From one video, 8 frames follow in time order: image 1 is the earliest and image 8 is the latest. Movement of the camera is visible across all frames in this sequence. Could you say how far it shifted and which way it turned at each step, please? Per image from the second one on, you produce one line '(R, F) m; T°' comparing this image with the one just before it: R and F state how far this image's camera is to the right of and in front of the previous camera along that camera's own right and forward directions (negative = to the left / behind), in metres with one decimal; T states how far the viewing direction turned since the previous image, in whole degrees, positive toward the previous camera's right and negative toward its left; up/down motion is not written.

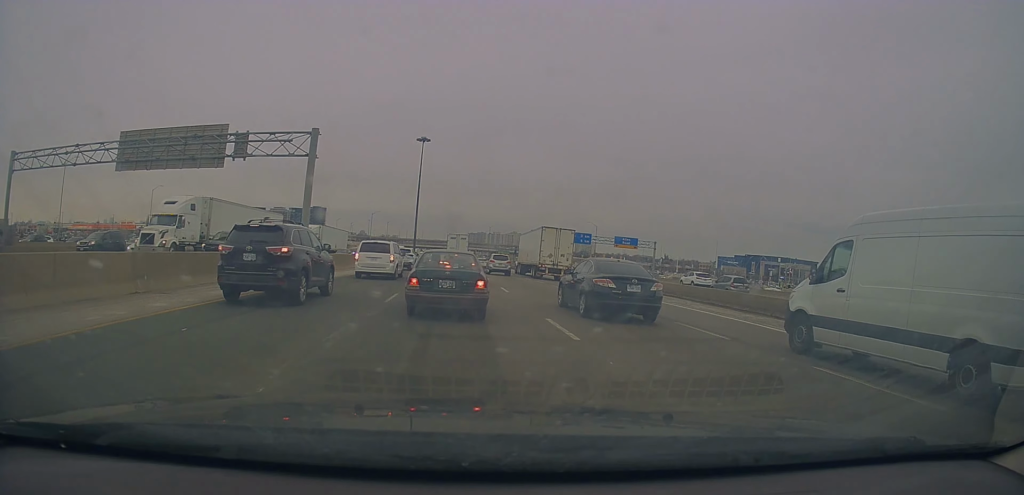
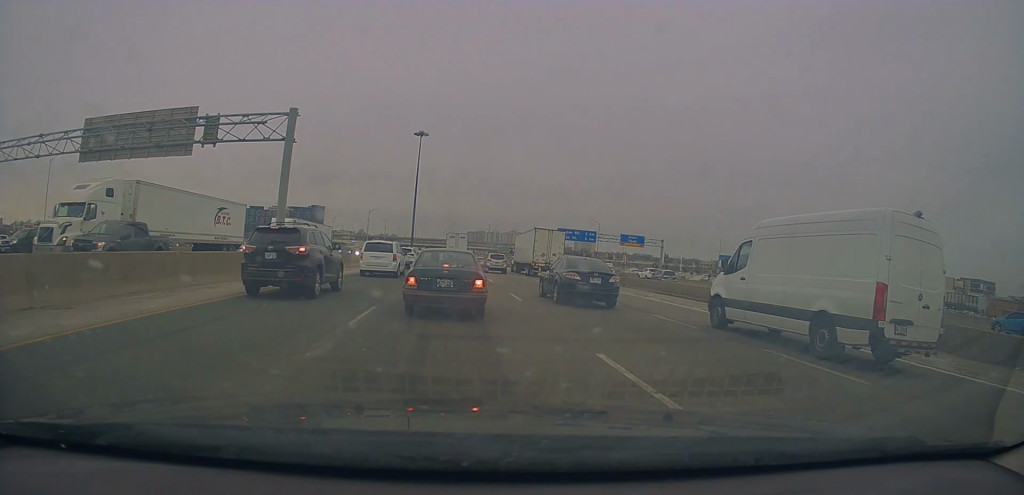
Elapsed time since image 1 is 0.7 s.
(-0.4, +4.5) m; +2°
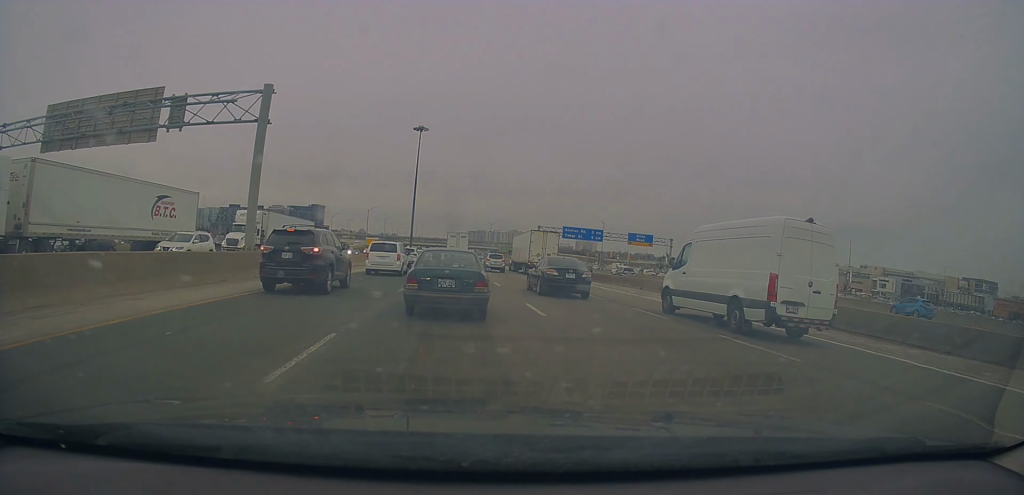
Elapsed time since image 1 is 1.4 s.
(0.0, +4.6) m; +3°
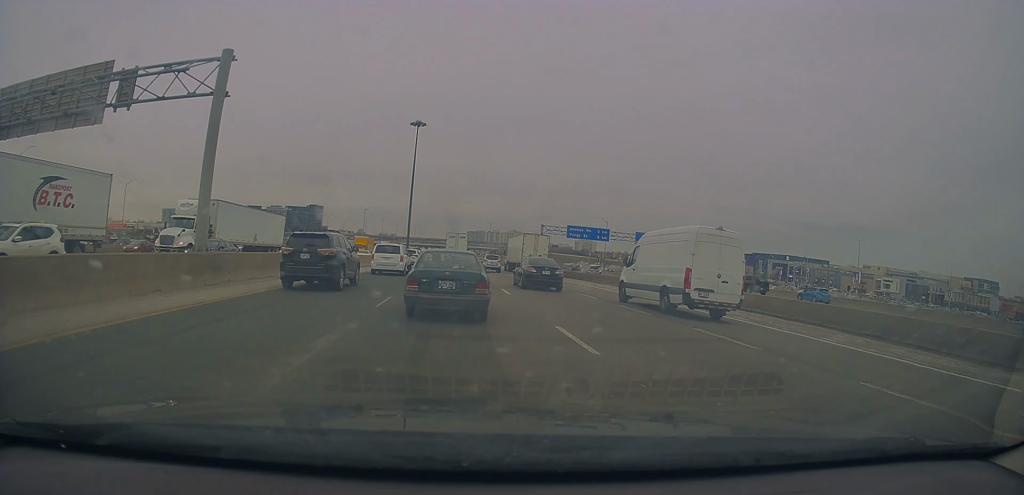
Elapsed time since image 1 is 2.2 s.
(+0.8, +5.1) m; +3°
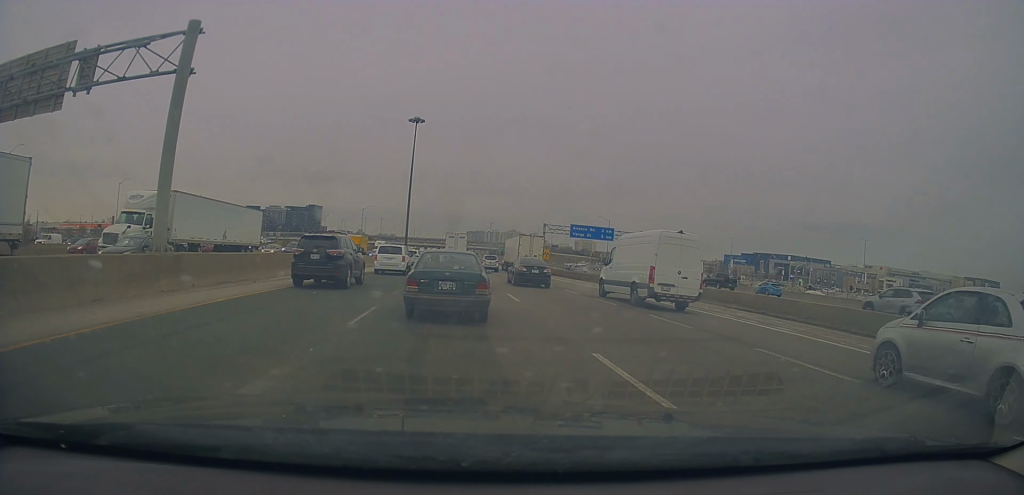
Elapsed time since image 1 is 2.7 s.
(-0.3, +3.2) m; -1°
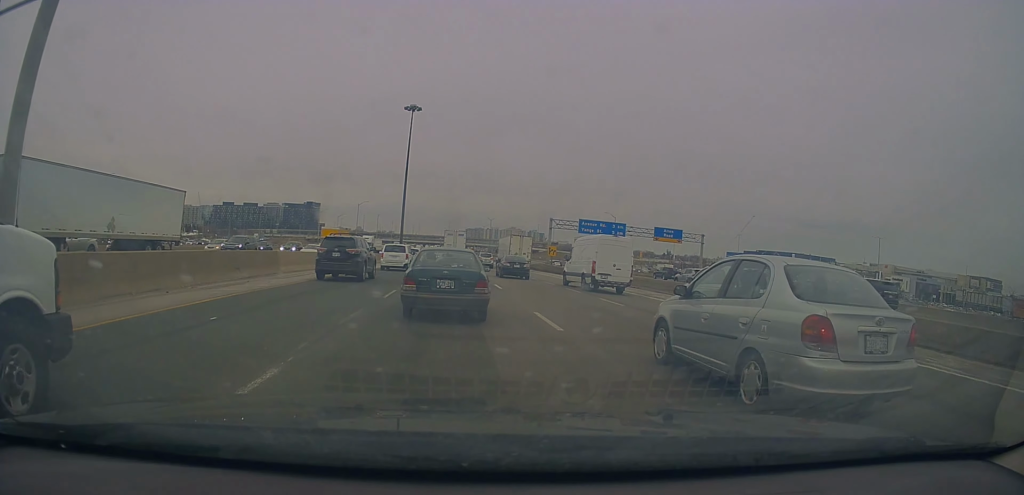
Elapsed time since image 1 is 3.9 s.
(+0.1, +7.4) m; 0°
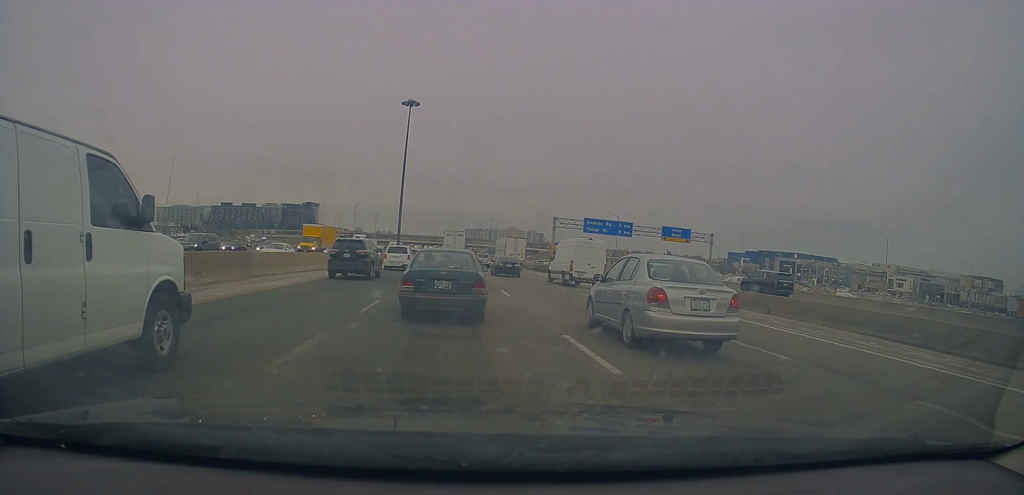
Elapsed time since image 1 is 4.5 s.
(-0.1, +4.0) m; 0°
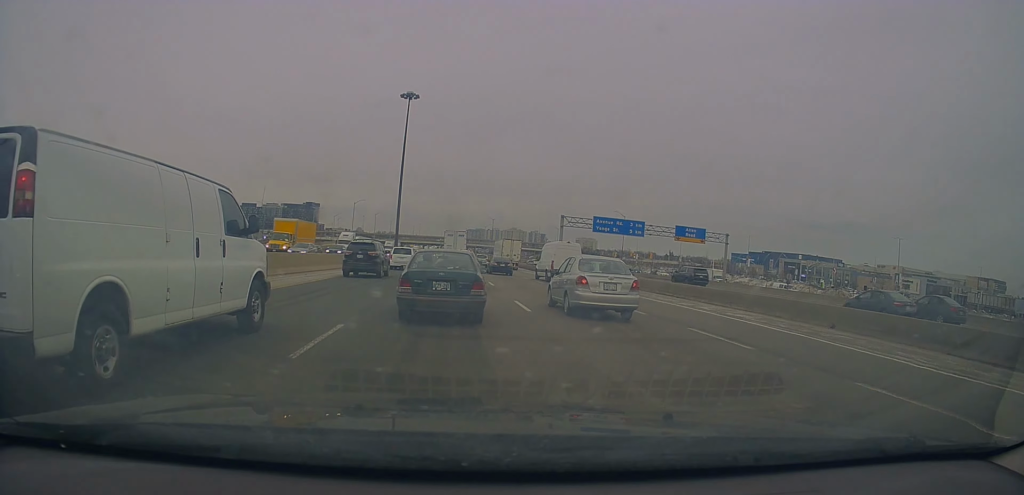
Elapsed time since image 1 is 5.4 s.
(-0.1, +5.0) m; 0°
